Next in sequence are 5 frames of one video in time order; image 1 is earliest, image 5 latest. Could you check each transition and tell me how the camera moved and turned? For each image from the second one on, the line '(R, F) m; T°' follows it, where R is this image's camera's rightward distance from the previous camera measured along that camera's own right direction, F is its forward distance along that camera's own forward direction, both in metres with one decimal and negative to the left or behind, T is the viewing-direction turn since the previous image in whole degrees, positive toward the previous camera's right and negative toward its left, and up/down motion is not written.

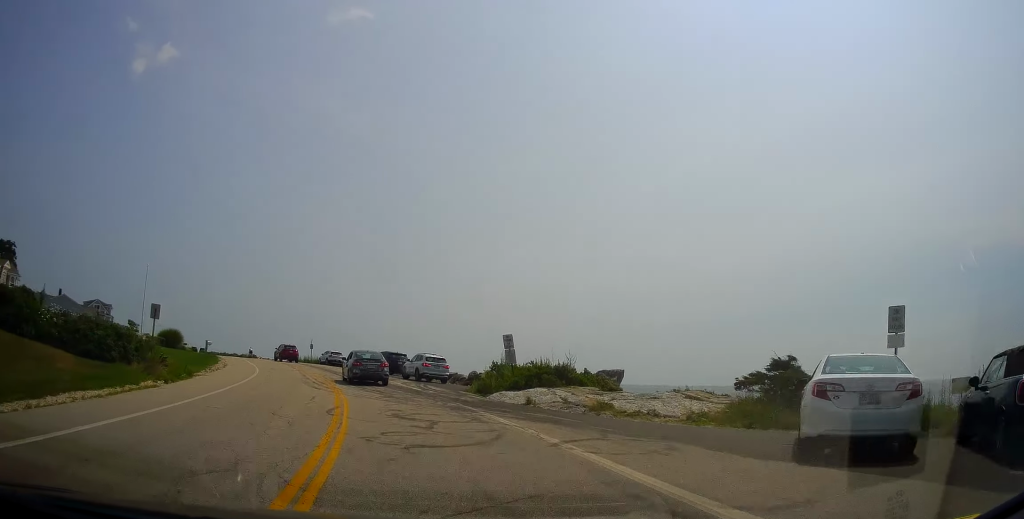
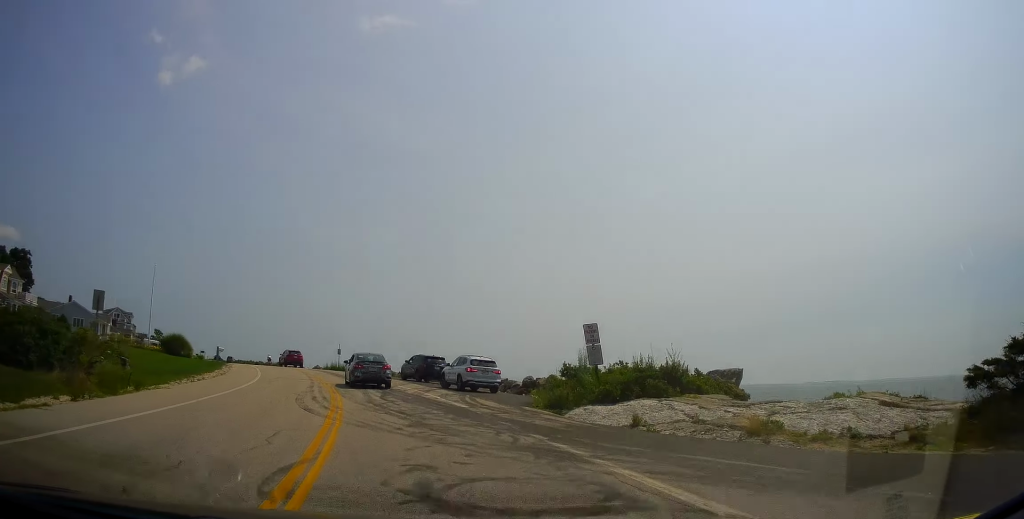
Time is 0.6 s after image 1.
(+0.2, +7.6) m; -2°
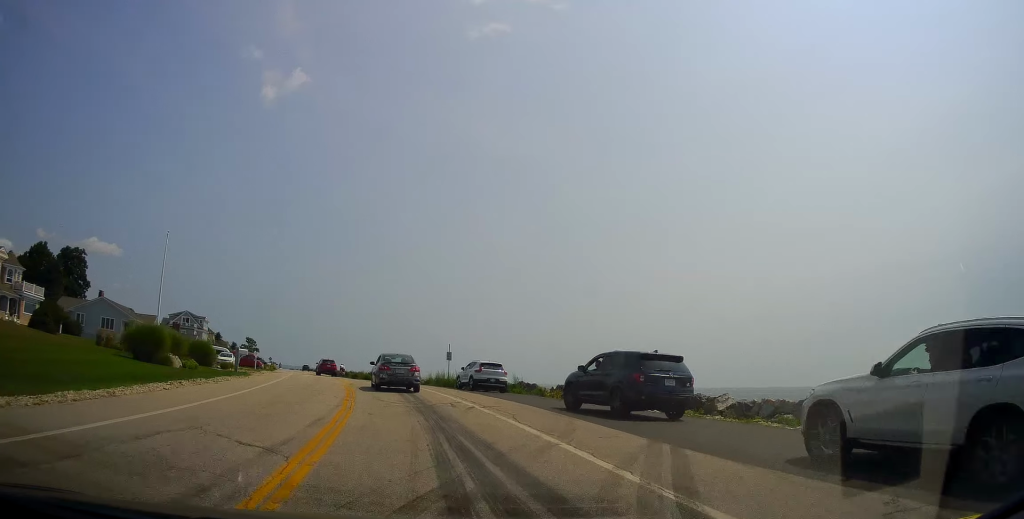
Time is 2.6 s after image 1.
(-3.0, +23.7) m; -15°
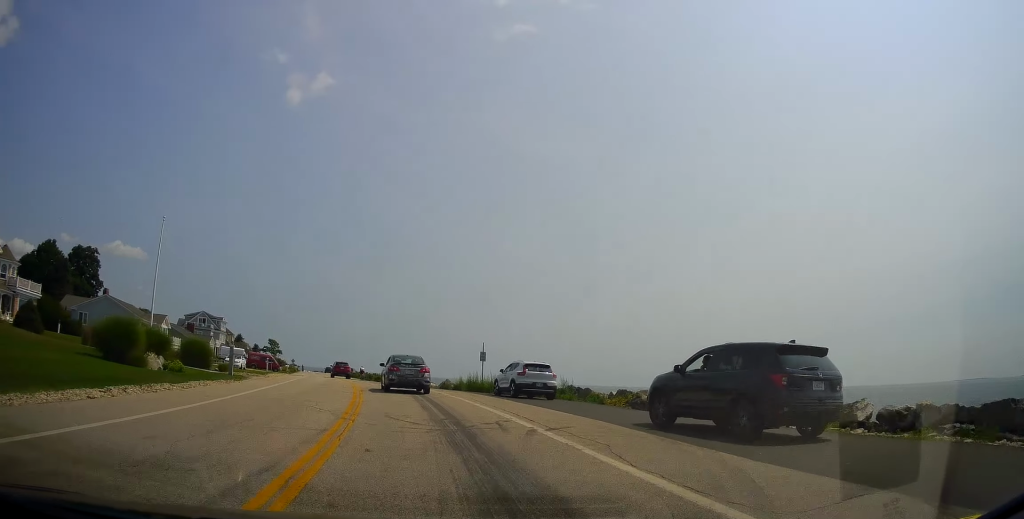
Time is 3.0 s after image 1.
(-0.5, +5.7) m; -2°
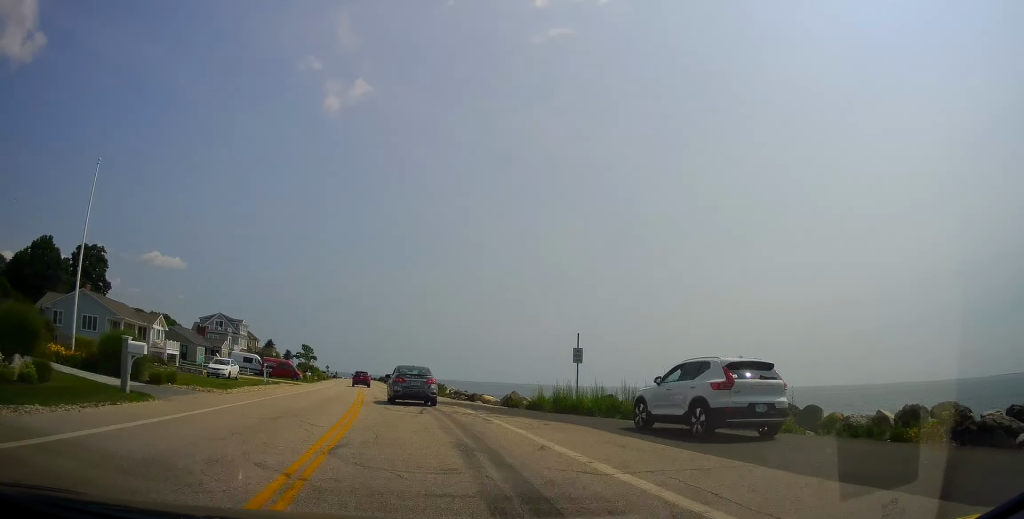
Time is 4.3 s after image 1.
(-0.4, +14.6) m; -4°
